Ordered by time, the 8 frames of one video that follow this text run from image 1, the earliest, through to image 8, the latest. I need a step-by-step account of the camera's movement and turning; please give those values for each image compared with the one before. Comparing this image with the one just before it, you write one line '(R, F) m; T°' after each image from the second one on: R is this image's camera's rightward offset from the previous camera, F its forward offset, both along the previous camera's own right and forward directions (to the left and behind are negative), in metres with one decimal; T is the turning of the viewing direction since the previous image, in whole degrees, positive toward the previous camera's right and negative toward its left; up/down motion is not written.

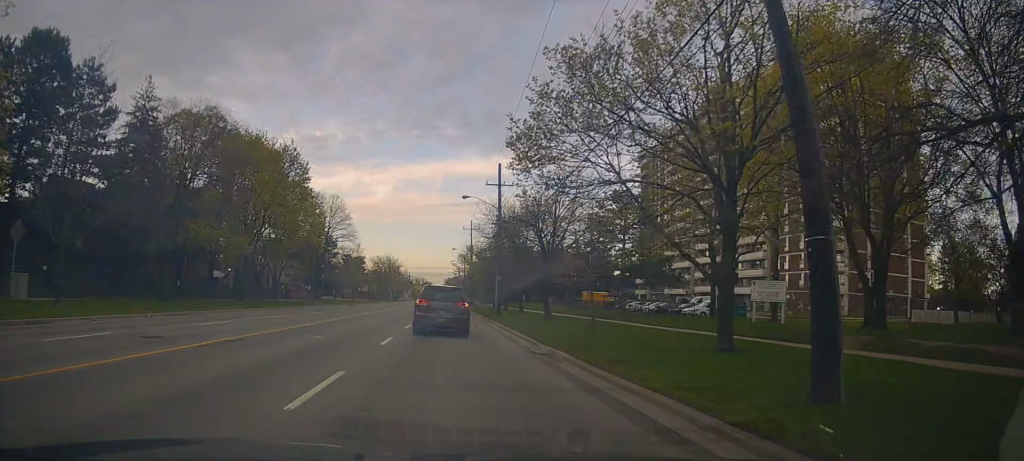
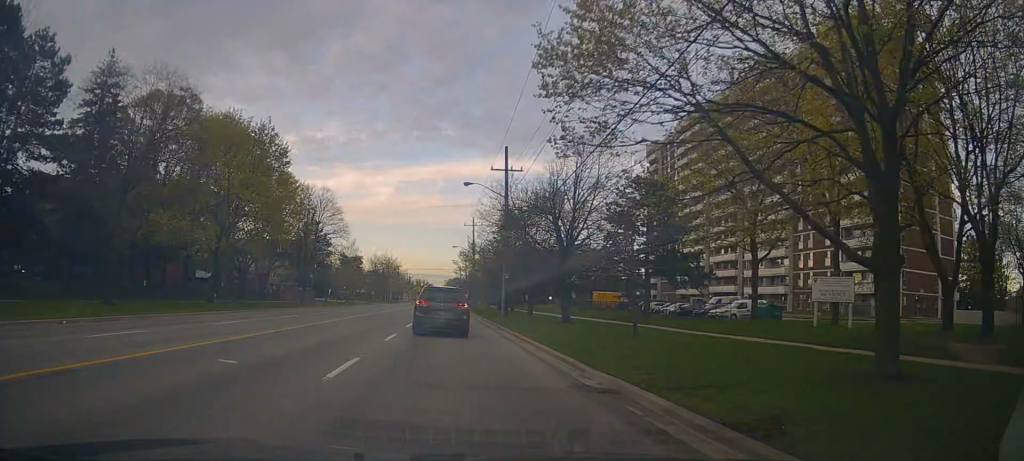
(+0.1, +6.2) m; 0°
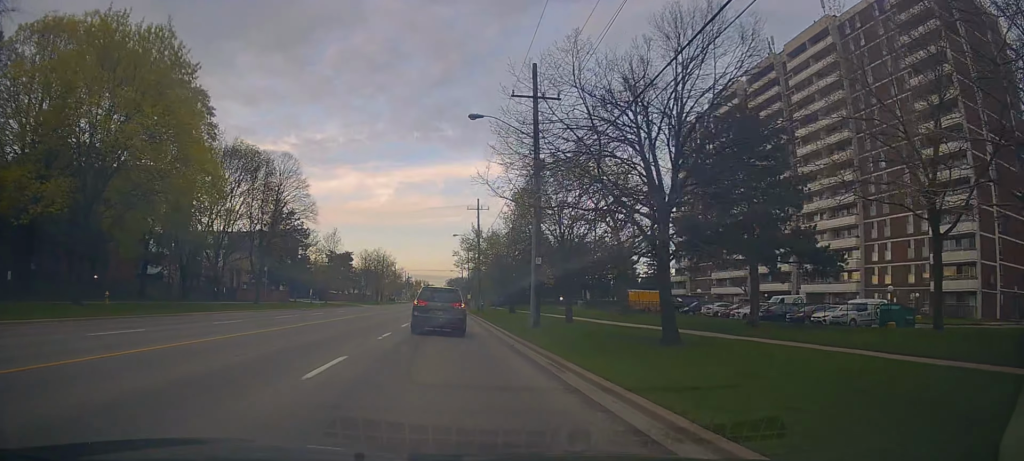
(-0.2, +16.5) m; -2°
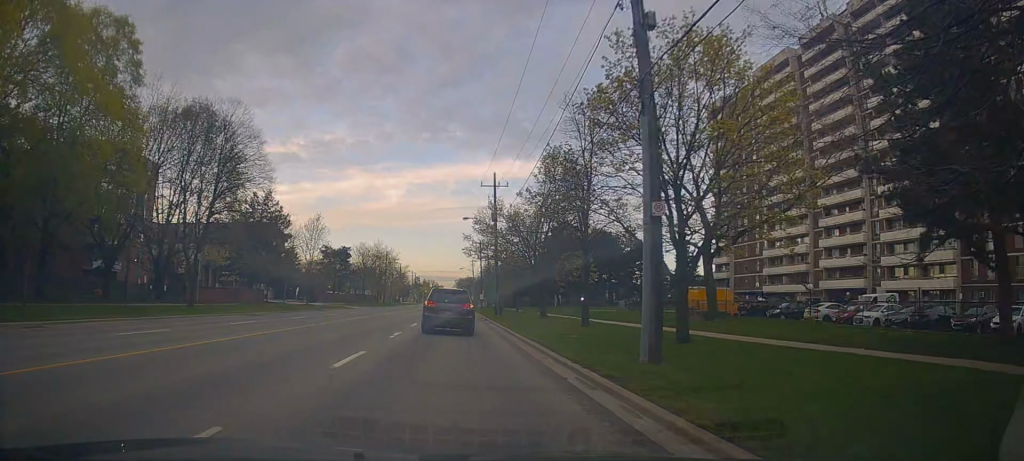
(+0.1, +15.5) m; +3°
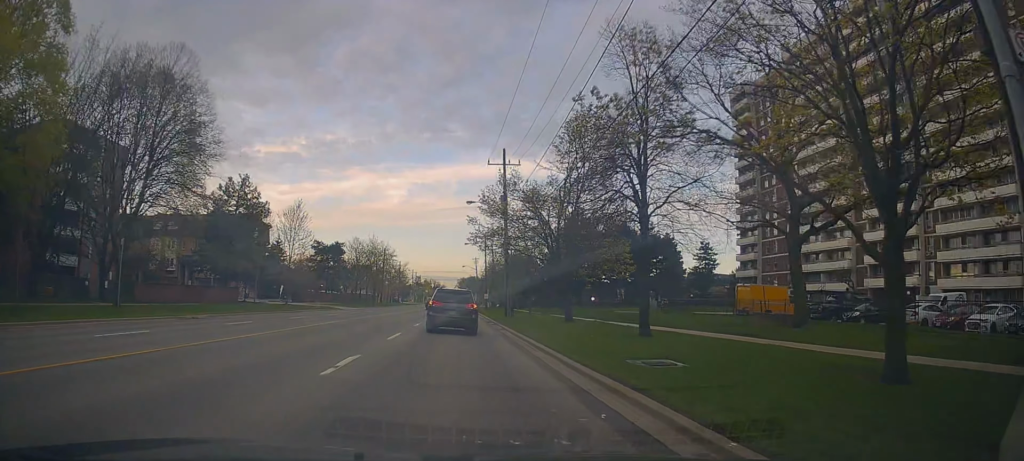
(+0.2, +9.1) m; -1°
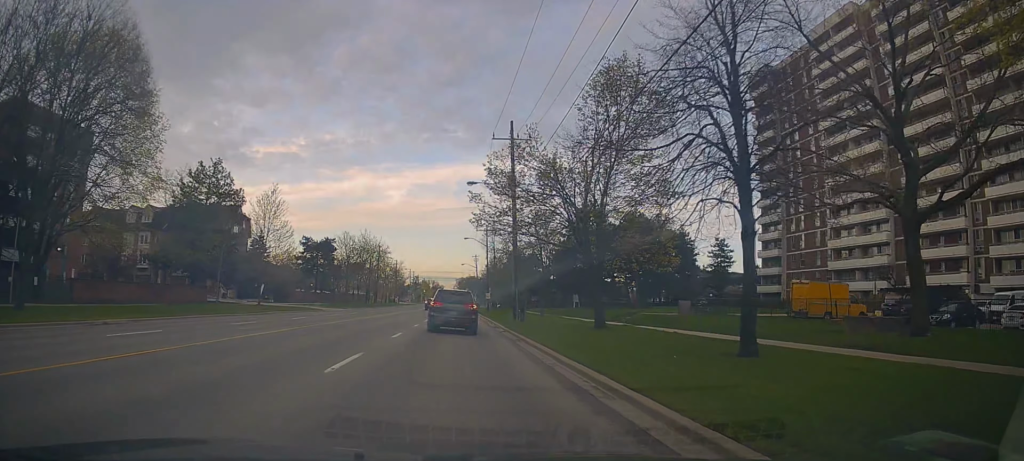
(+0.1, +8.0) m; -2°
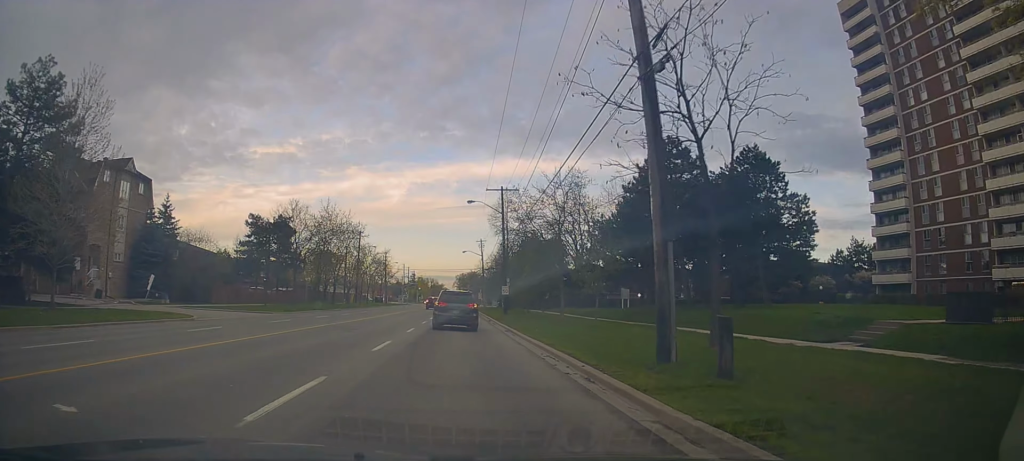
(0.0, +28.6) m; +2°
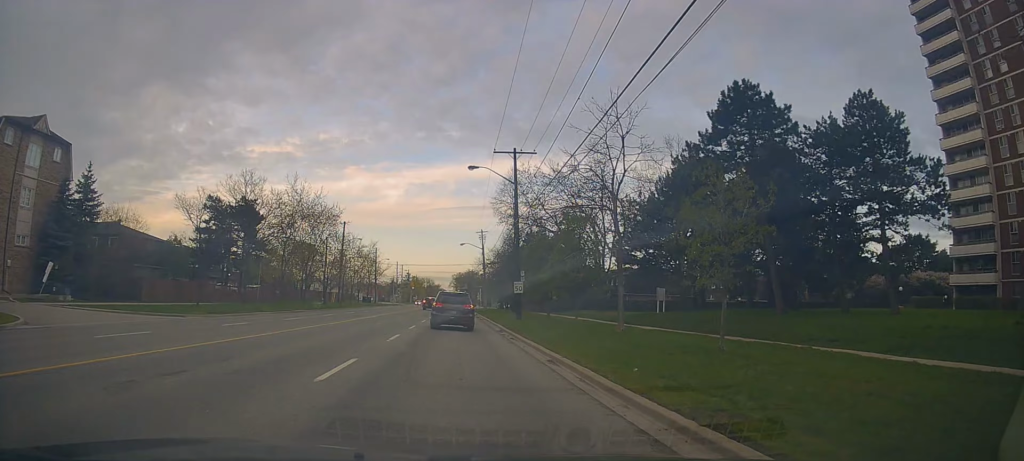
(0.0, +13.4) m; 0°
